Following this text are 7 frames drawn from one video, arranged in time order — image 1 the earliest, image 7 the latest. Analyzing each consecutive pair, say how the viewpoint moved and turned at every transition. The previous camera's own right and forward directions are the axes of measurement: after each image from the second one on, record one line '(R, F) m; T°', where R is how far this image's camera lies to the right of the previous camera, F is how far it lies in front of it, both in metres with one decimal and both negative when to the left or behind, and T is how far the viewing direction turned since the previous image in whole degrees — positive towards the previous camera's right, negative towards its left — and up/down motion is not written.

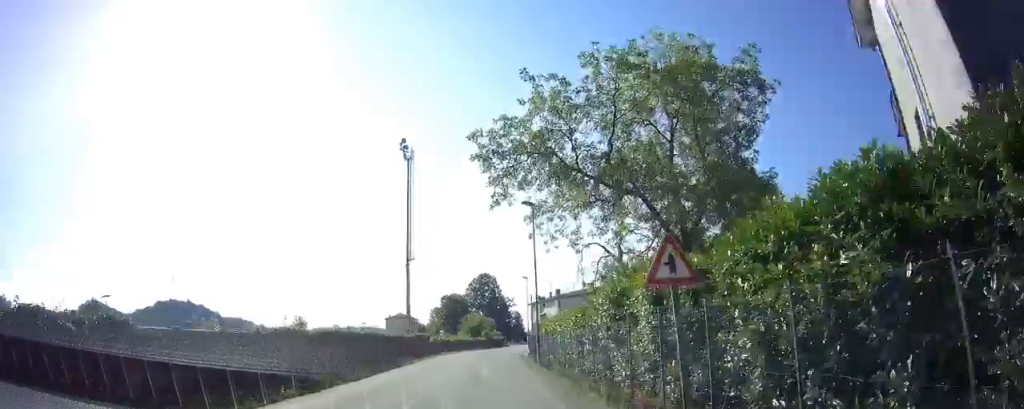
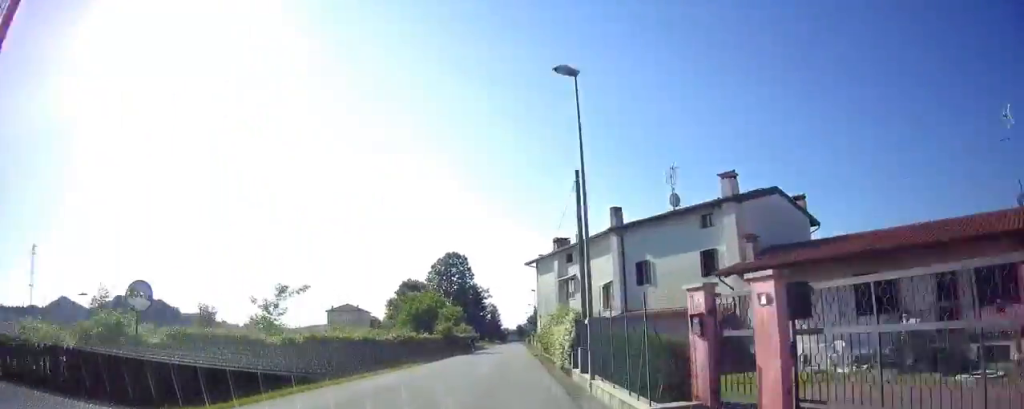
(+1.4, +46.3) m; +4°
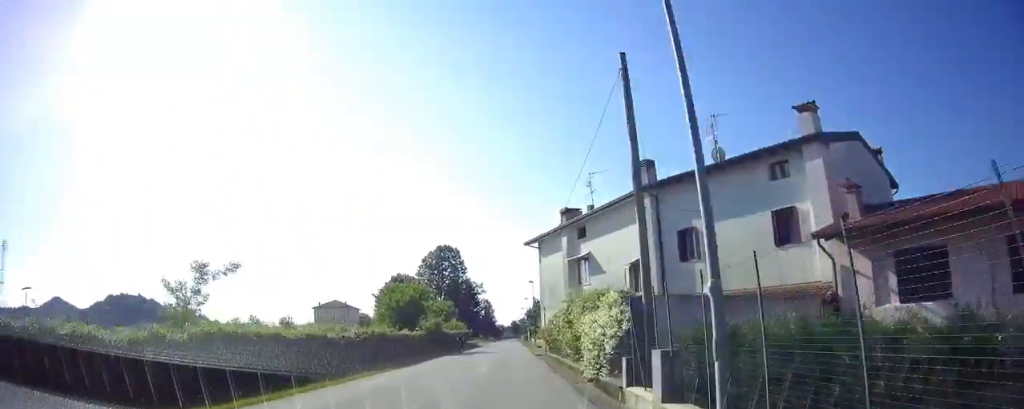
(0.0, +7.9) m; 0°
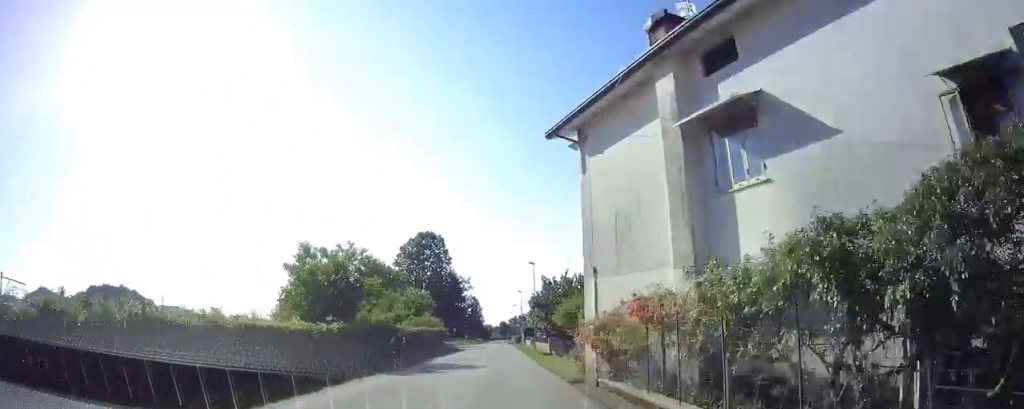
(0.0, +18.1) m; +1°
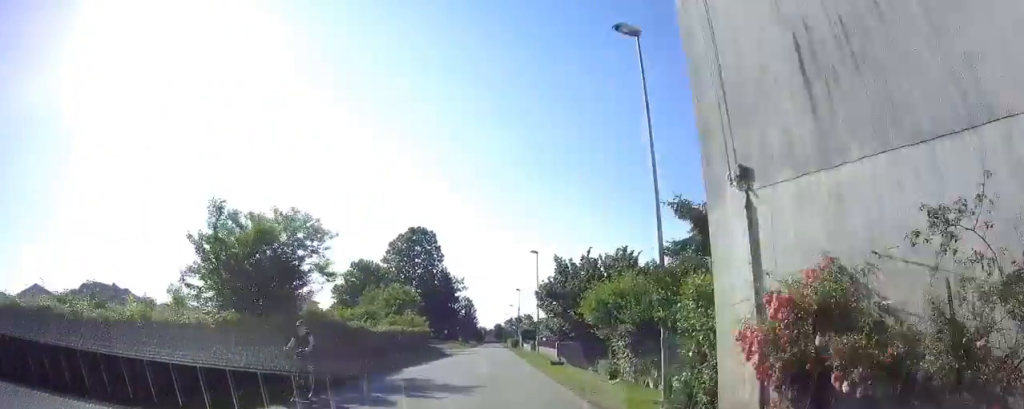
(+0.1, +8.6) m; +1°
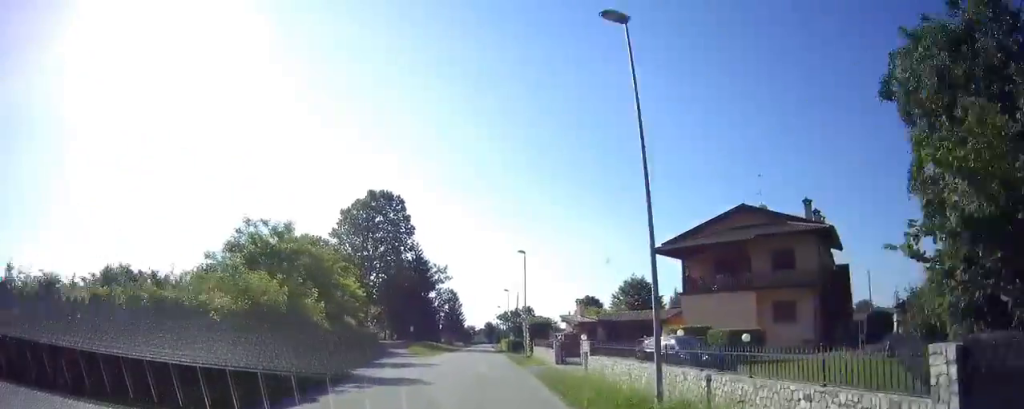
(+0.3, +32.2) m; 0°
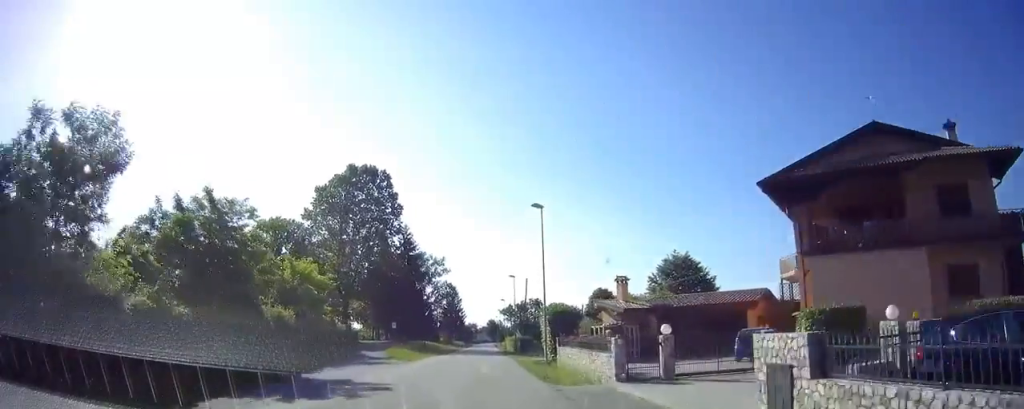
(-0.3, +13.8) m; 0°
